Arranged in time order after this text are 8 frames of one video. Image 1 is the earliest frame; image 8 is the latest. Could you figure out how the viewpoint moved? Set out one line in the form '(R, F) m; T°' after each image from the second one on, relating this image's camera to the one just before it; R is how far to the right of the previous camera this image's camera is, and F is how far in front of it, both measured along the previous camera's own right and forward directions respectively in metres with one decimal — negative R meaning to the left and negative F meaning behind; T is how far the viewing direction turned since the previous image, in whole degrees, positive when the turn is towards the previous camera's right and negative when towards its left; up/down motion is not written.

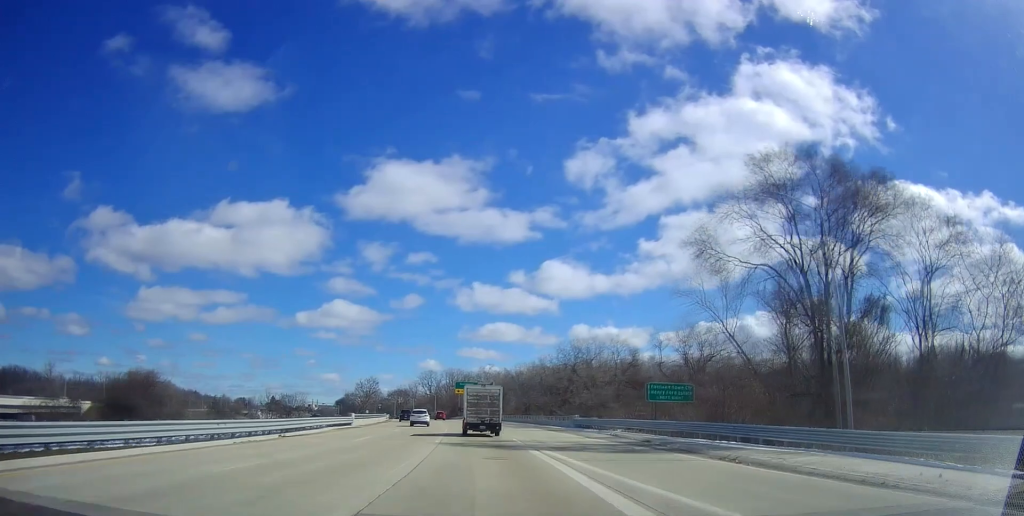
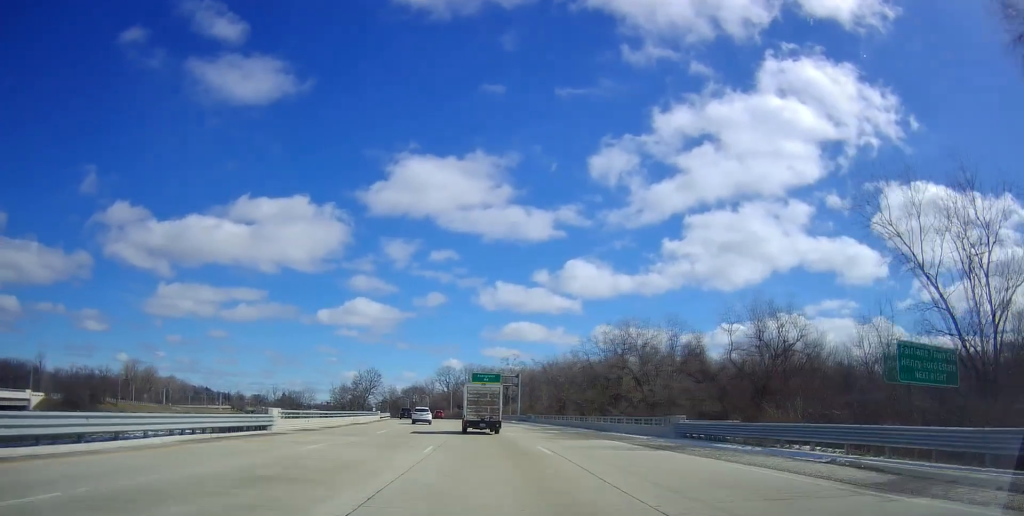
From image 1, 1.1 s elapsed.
(-0.4, +23.0) m; -3°
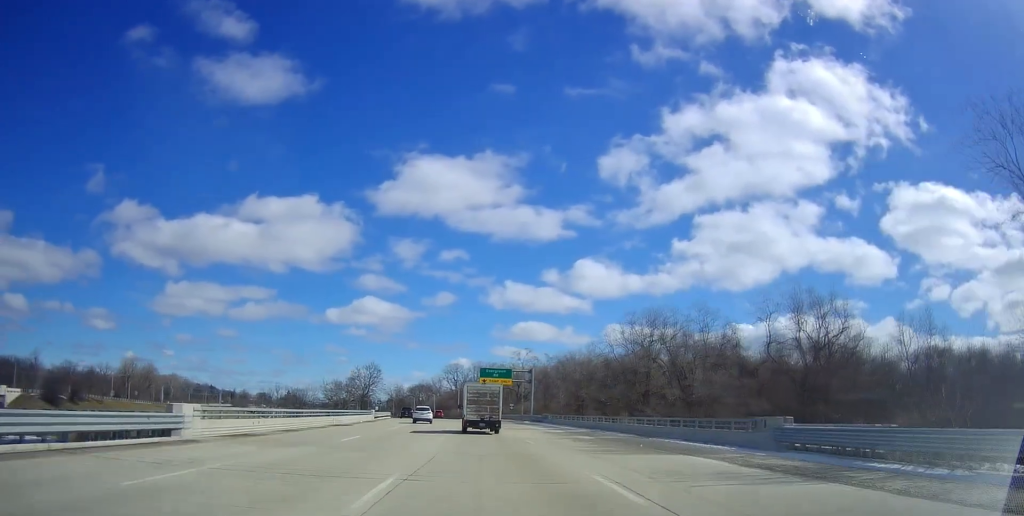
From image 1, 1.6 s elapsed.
(-0.4, +9.2) m; -1°
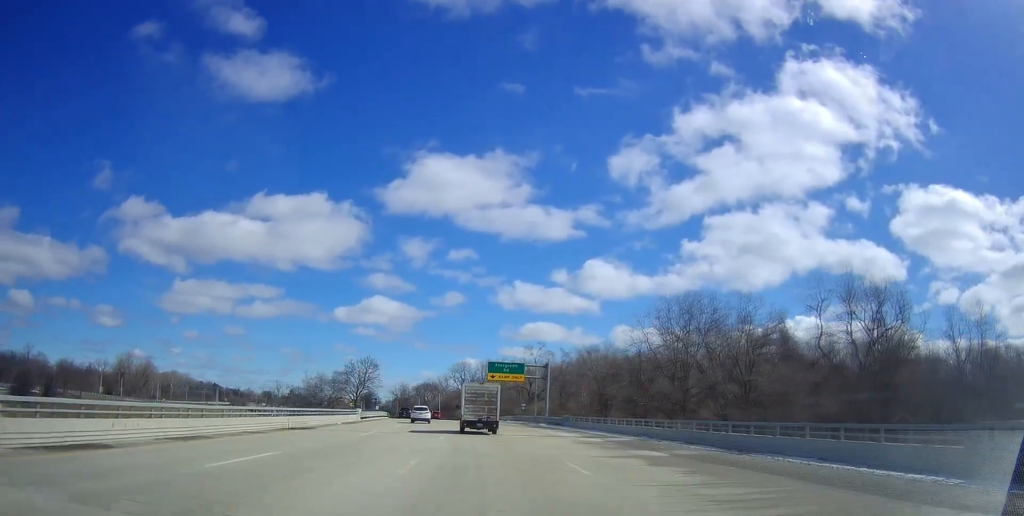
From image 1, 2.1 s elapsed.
(-0.1, +11.6) m; -1°
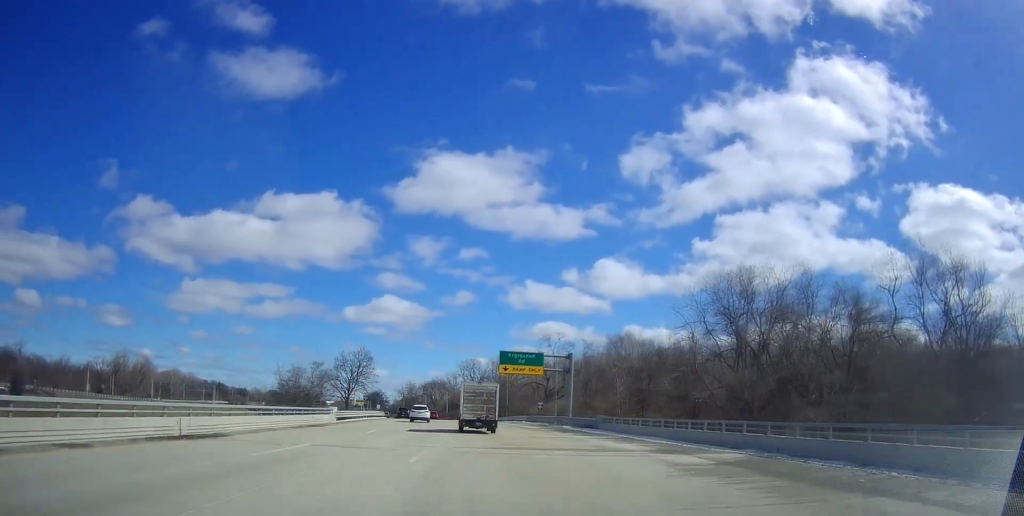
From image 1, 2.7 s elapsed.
(+0.4, +14.1) m; -1°
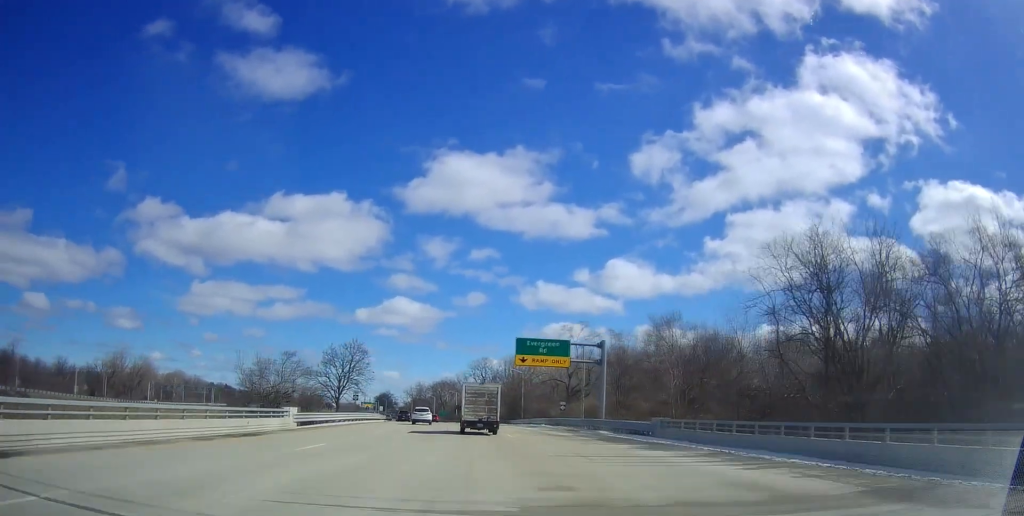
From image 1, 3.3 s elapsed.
(-0.4, +12.9) m; -2°
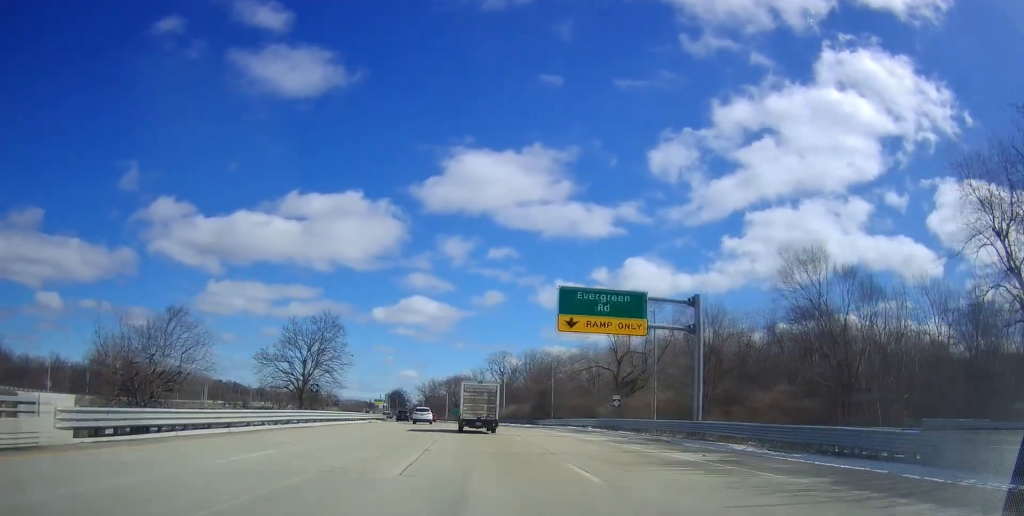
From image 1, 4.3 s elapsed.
(-0.8, +21.7) m; -3°
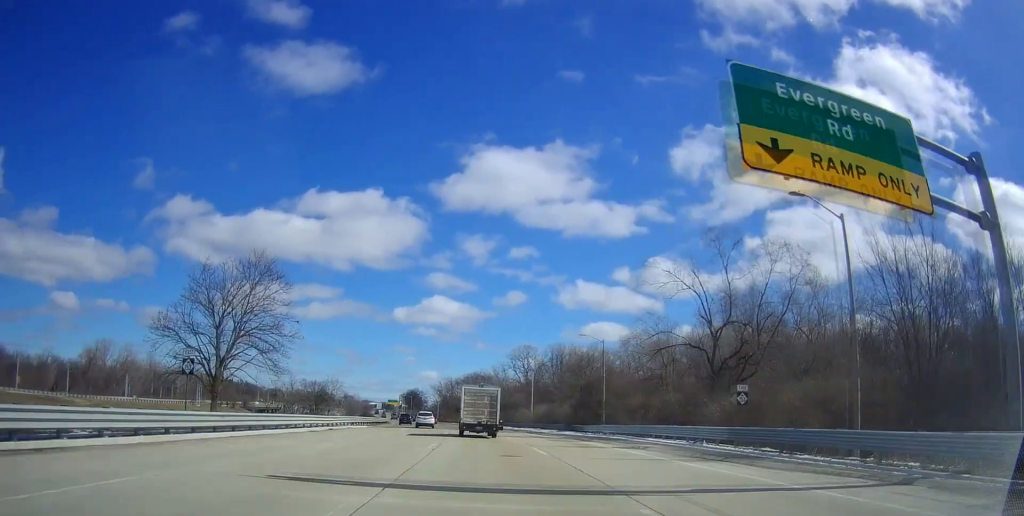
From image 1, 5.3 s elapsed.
(-0.5, +22.0) m; -1°
